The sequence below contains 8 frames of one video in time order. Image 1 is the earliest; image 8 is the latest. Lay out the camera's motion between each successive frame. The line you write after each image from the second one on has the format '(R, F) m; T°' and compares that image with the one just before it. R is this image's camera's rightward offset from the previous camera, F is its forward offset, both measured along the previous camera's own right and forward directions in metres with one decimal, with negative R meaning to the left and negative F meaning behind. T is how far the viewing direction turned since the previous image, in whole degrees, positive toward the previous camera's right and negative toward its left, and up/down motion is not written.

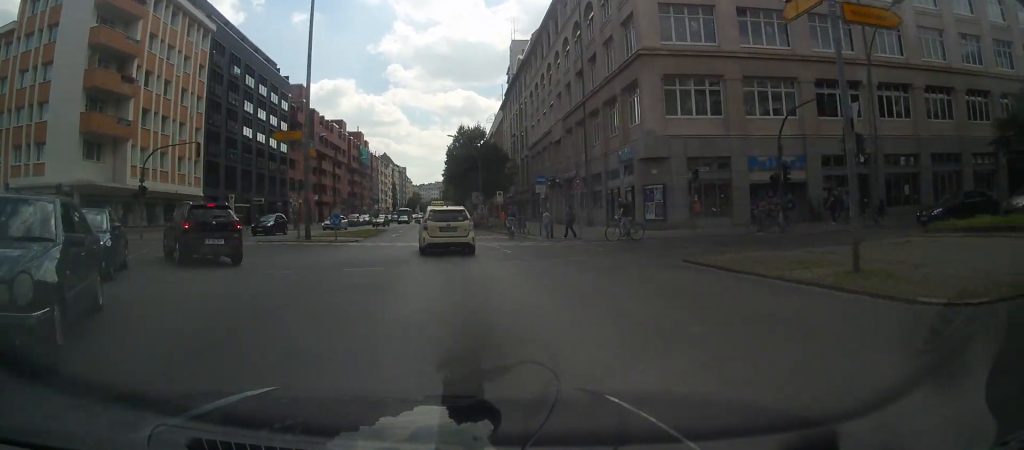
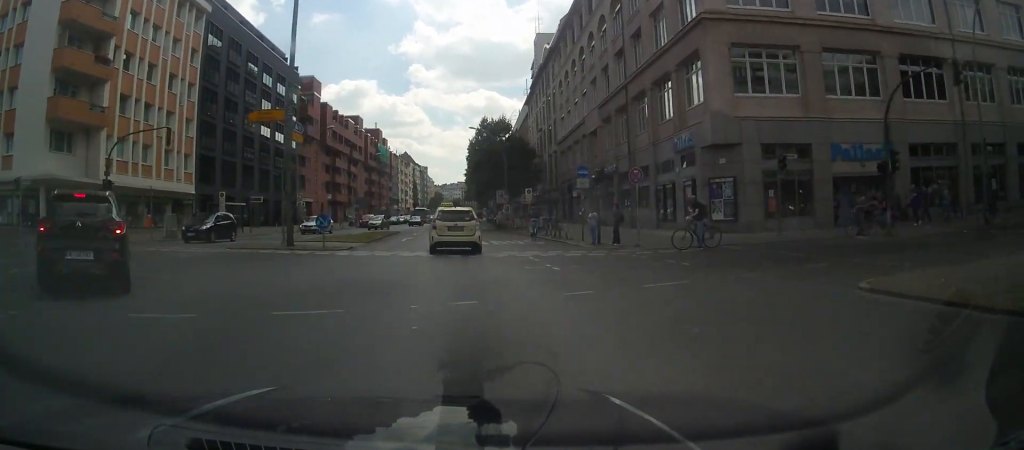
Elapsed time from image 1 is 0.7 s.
(-0.1, +6.7) m; -2°
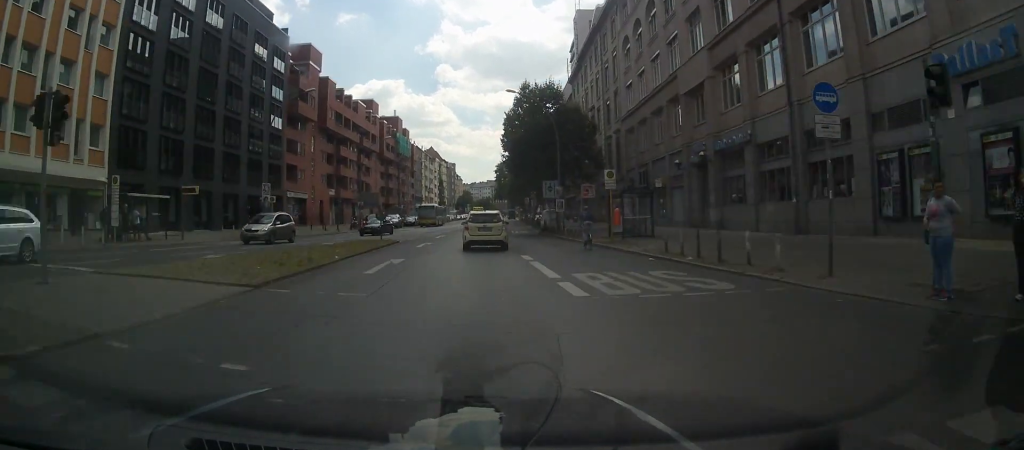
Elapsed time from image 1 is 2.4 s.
(-0.5, +18.8) m; -2°
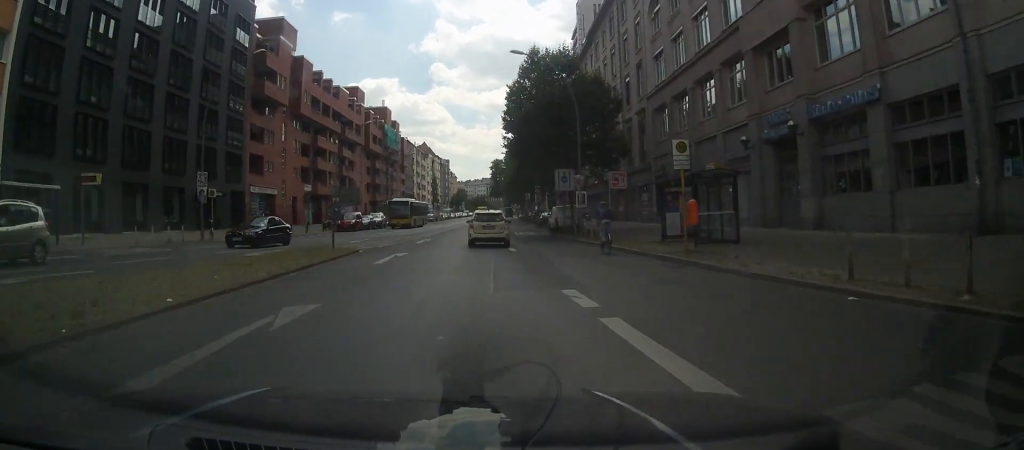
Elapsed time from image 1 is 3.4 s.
(0.0, +10.5) m; 0°
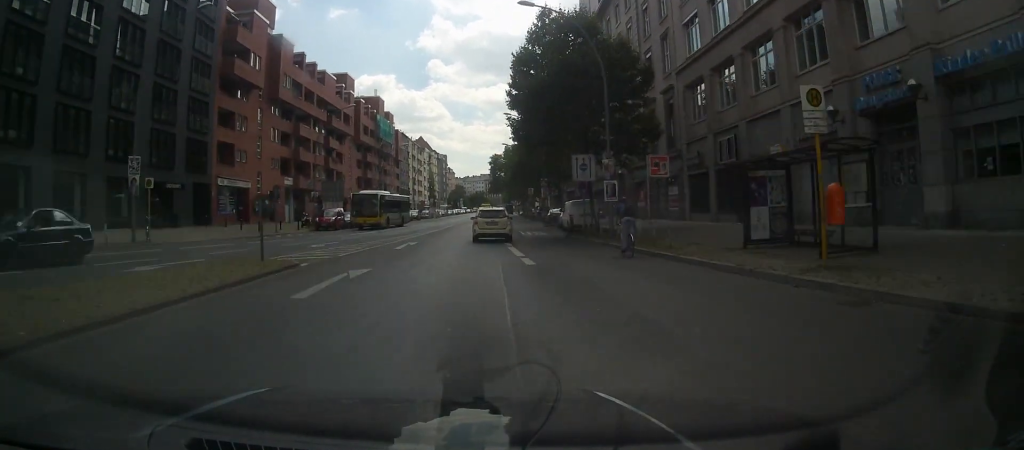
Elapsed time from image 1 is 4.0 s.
(0.0, +7.6) m; 0°
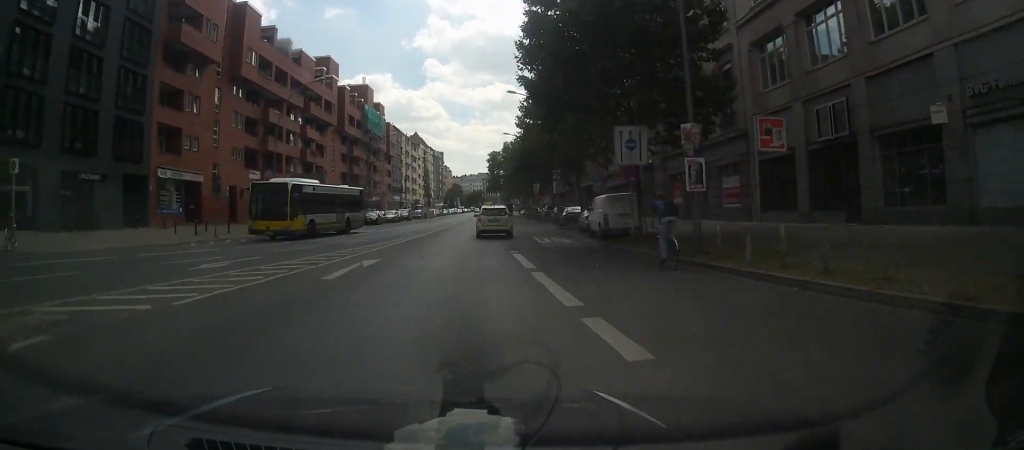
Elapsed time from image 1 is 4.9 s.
(0.0, +10.5) m; 0°
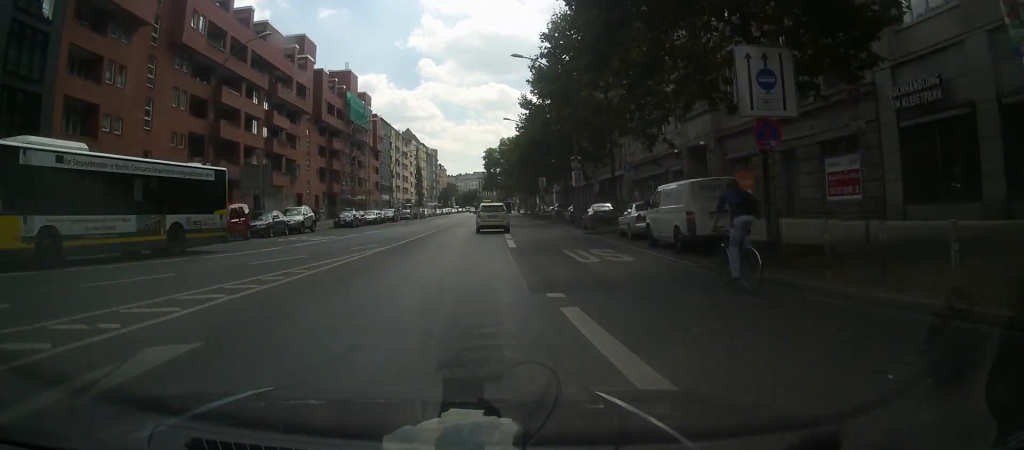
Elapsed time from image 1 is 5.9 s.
(0.0, +11.3) m; +1°
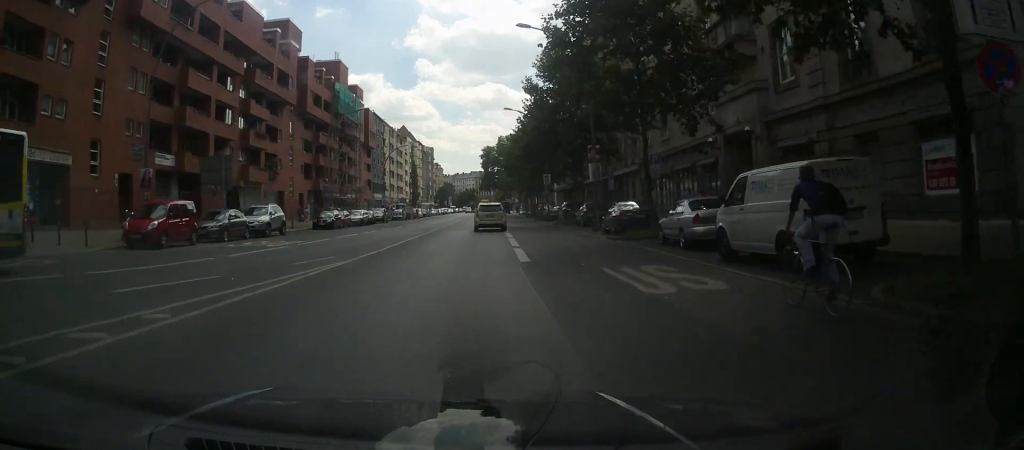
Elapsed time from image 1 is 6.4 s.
(-0.1, +6.2) m; +1°
